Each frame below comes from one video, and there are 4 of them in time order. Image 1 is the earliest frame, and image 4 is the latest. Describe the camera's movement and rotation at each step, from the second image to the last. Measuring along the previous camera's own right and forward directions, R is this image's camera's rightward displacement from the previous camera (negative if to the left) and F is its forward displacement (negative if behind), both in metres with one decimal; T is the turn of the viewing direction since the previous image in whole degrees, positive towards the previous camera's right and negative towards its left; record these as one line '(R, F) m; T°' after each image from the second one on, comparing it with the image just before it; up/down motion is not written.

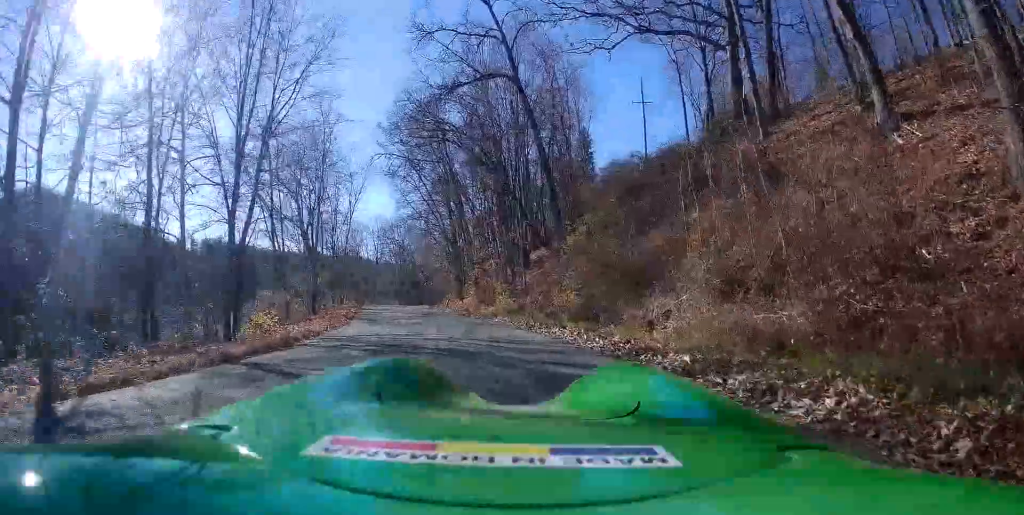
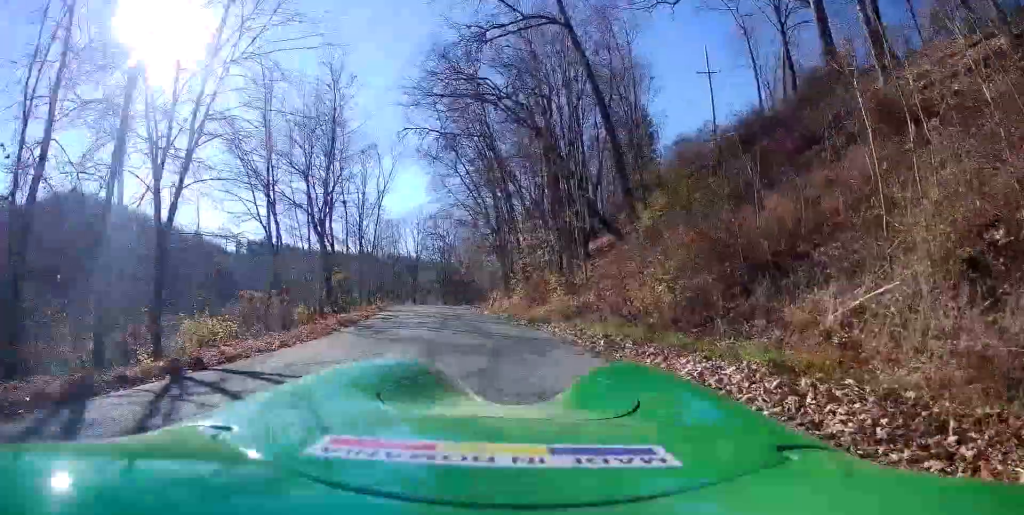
(-0.4, +9.5) m; -4°
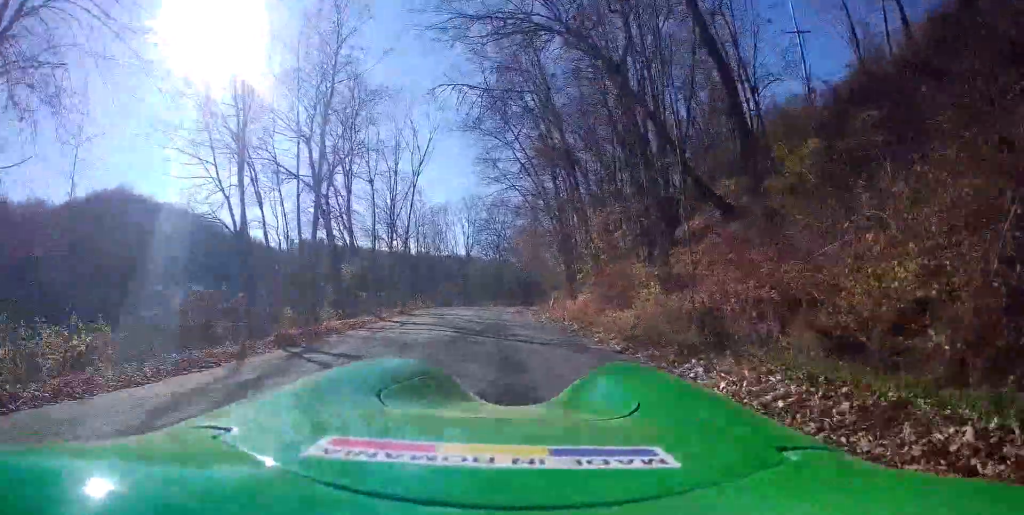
(-0.1, +10.3) m; +4°
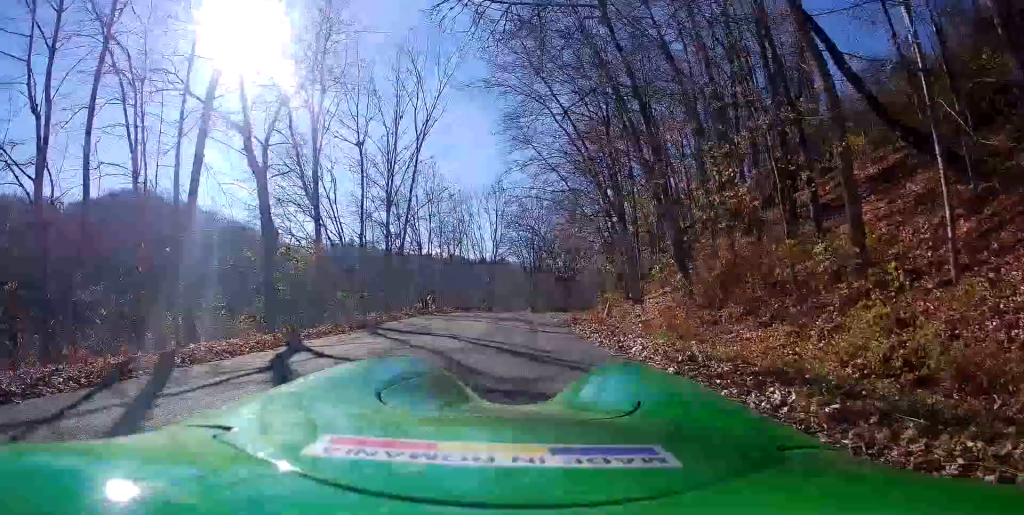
(+1.4, +14.1) m; +3°
